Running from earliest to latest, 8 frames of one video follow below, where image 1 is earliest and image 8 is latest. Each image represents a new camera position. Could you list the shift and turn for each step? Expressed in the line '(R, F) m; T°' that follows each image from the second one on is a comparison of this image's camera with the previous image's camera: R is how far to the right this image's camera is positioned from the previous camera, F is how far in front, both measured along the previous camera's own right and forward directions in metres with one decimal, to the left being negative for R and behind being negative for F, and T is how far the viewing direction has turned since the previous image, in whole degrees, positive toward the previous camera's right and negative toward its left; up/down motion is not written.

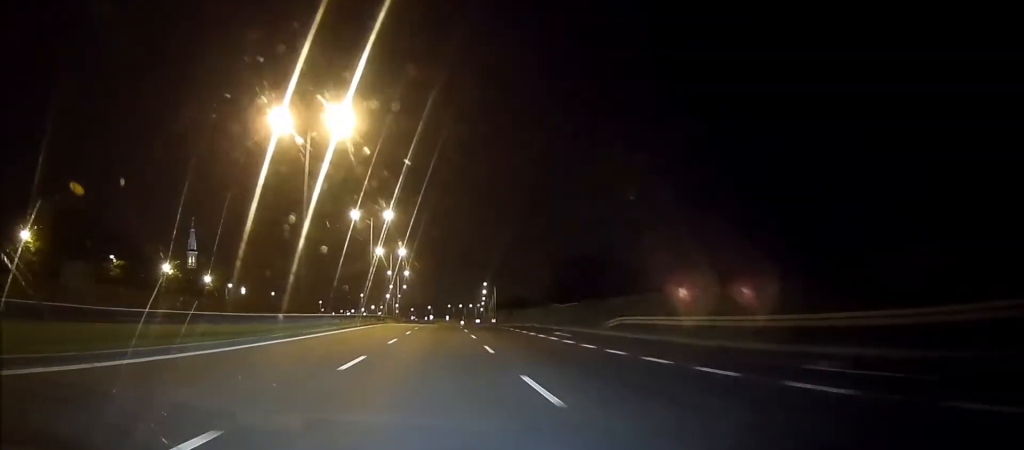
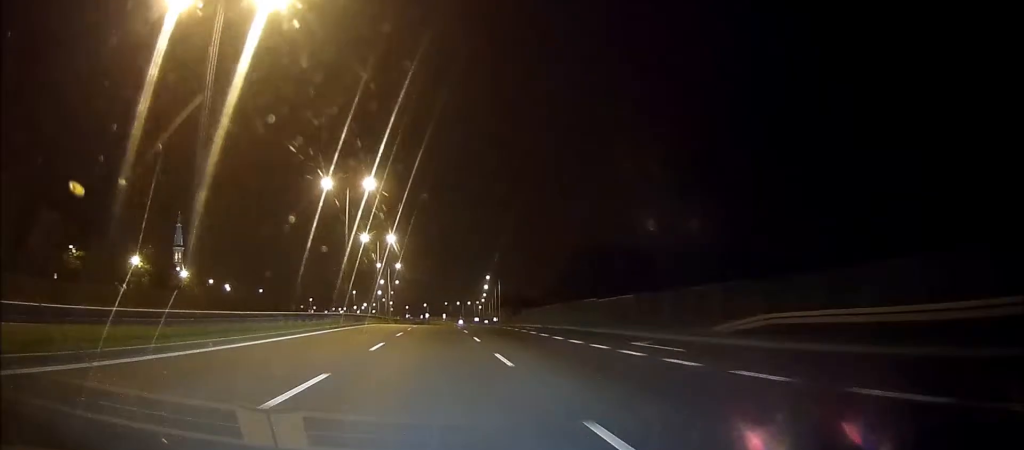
(0.0, +18.0) m; 0°
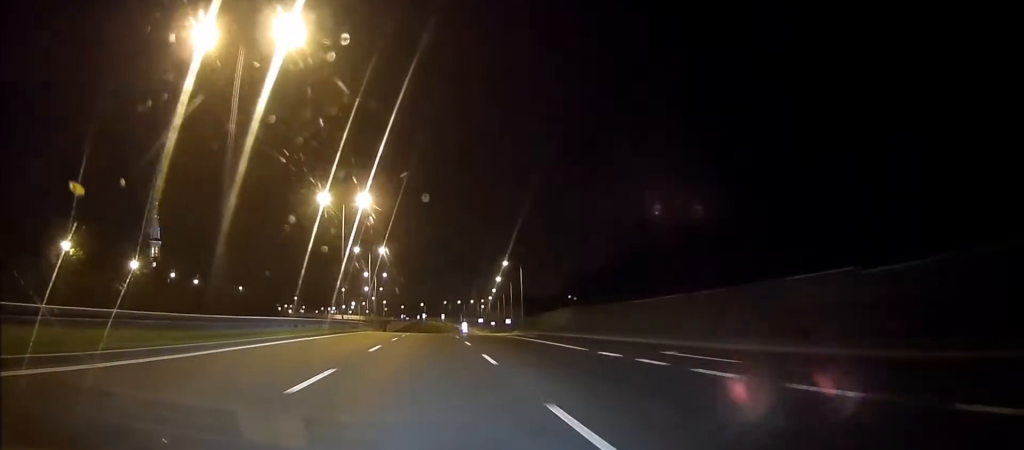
(-0.3, +34.2) m; -1°
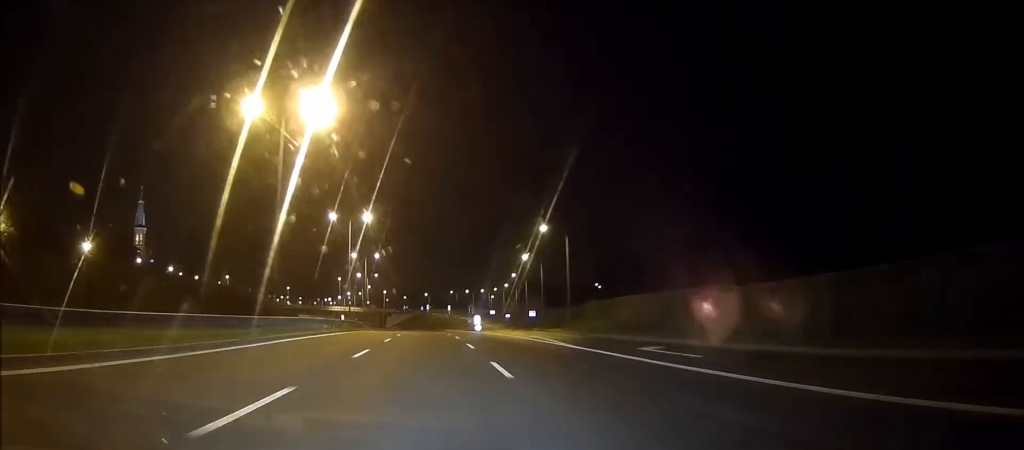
(-0.3, +27.6) m; -1°
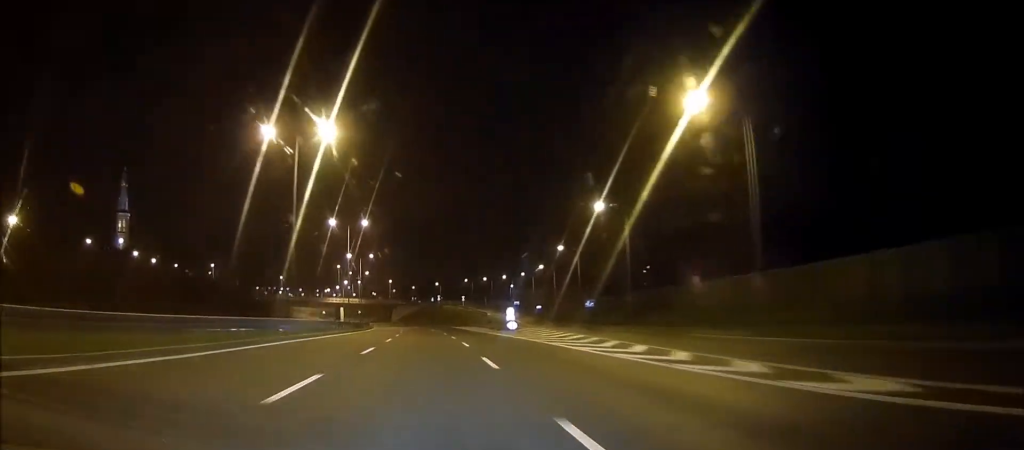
(-0.4, +33.4) m; -1°
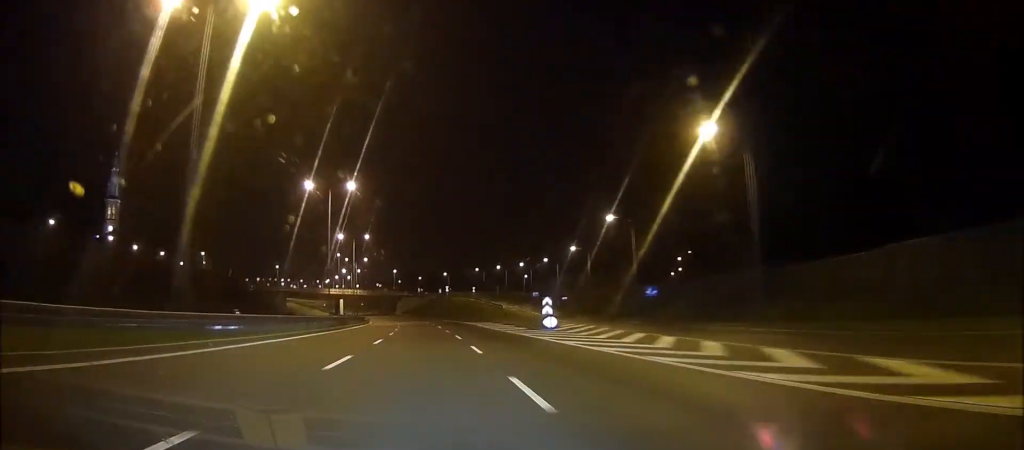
(-0.1, +19.2) m; -1°
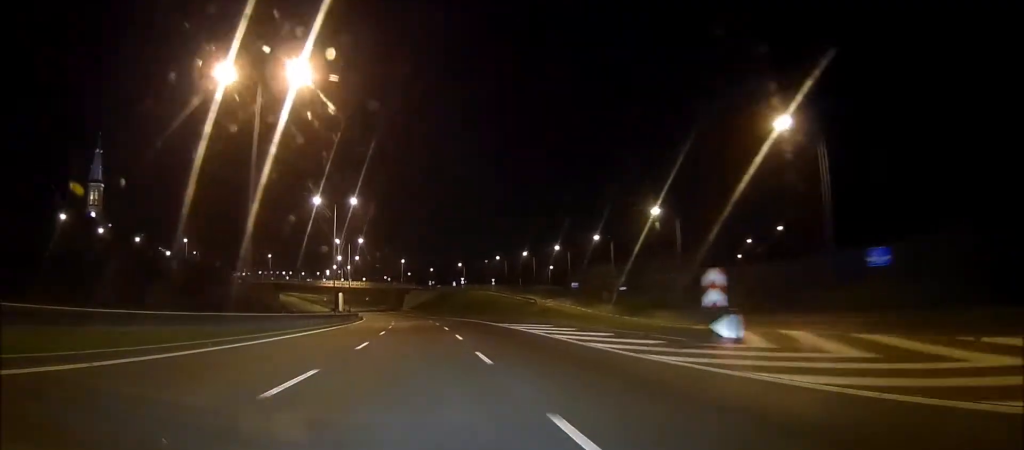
(-0.4, +28.9) m; -2°
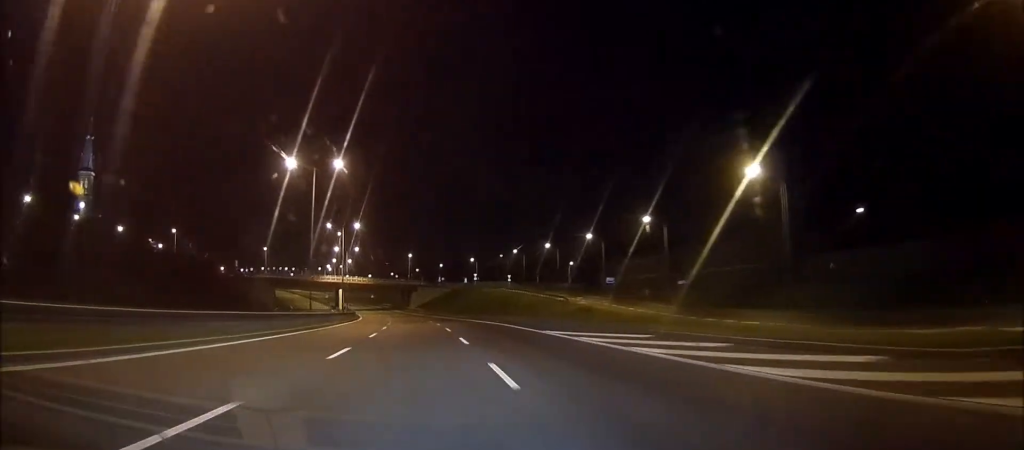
(-0.3, +17.4) m; -1°
